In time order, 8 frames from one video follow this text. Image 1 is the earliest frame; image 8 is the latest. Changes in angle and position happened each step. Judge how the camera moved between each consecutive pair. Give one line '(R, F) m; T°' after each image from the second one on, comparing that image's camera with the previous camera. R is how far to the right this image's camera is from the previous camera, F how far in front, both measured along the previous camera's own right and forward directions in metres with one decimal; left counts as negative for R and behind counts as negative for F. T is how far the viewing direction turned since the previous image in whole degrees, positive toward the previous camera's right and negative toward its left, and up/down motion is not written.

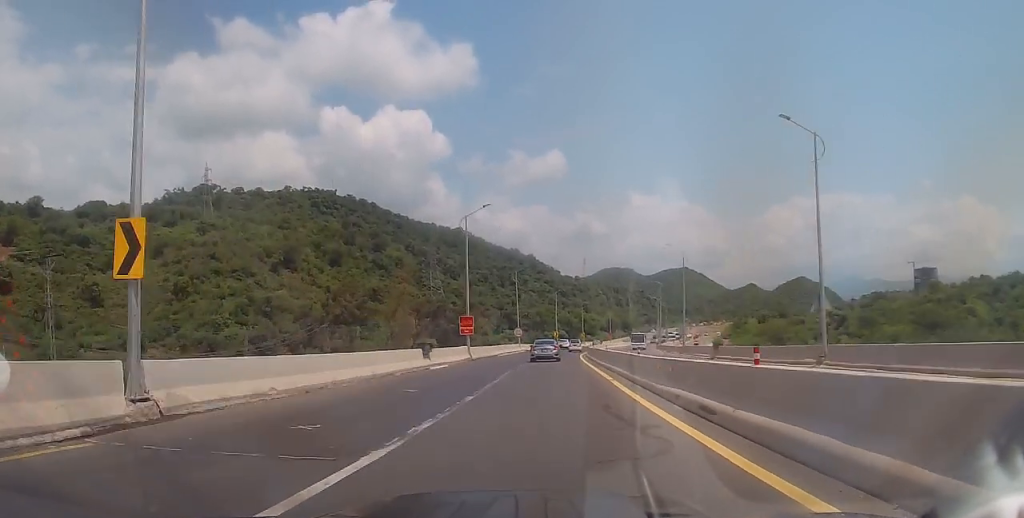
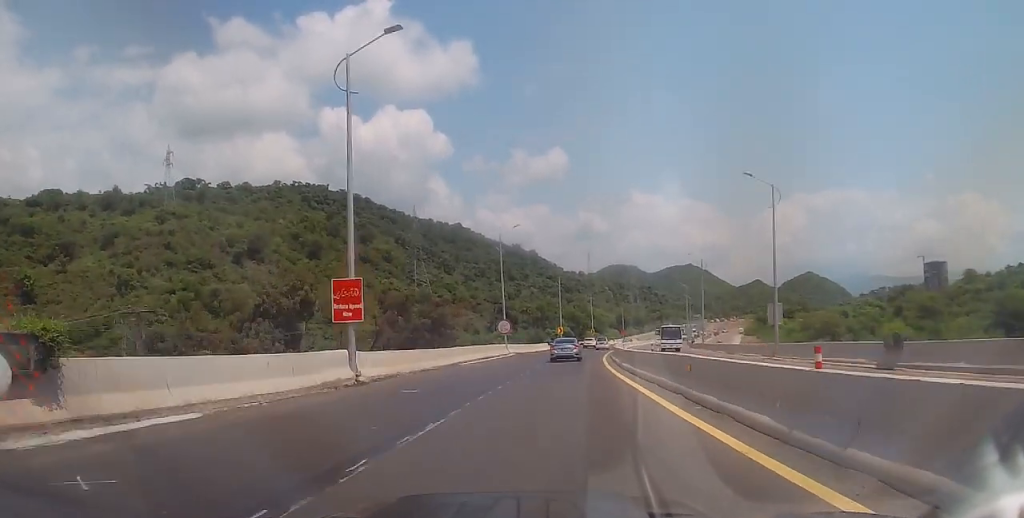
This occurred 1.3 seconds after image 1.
(-0.4, +25.5) m; -1°
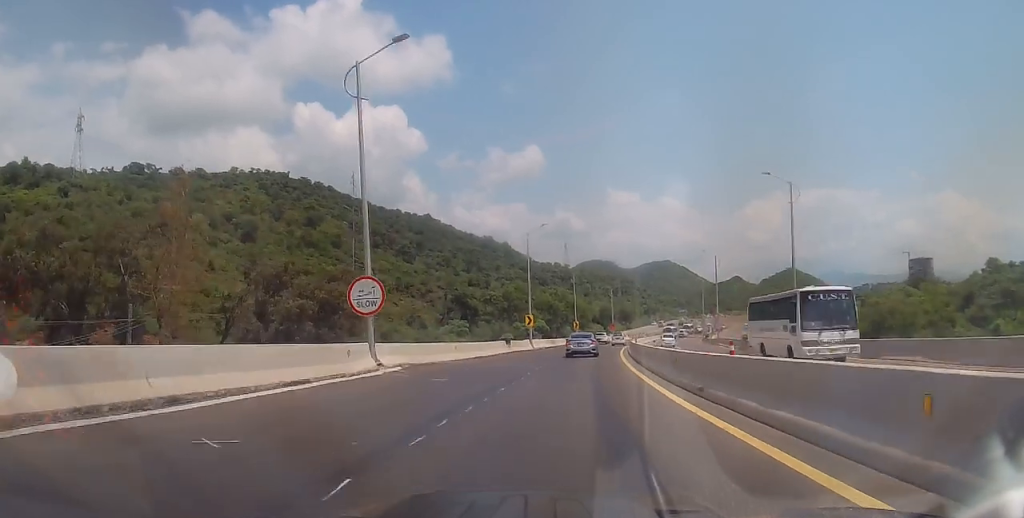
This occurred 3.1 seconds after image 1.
(+0.3, +33.1) m; +3°
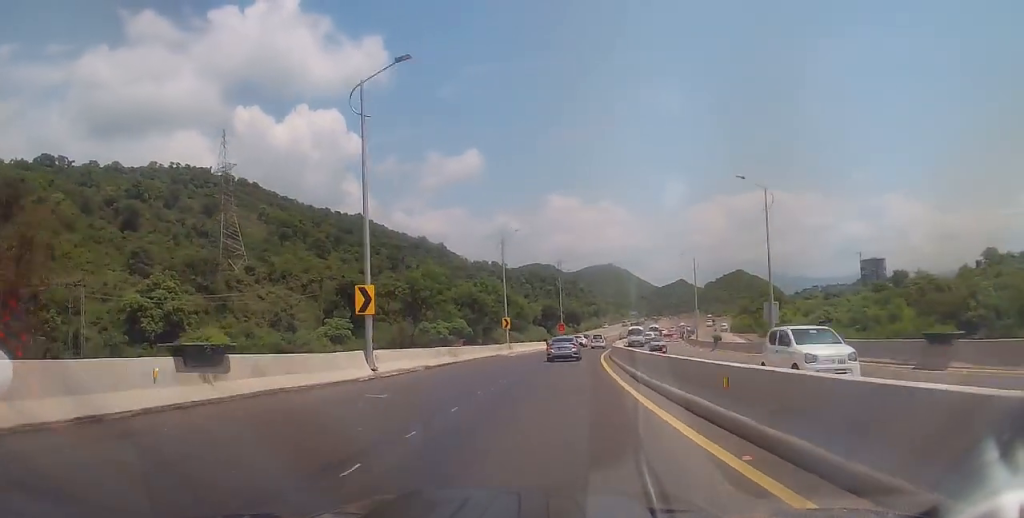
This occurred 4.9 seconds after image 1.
(+1.6, +34.1) m; +6°
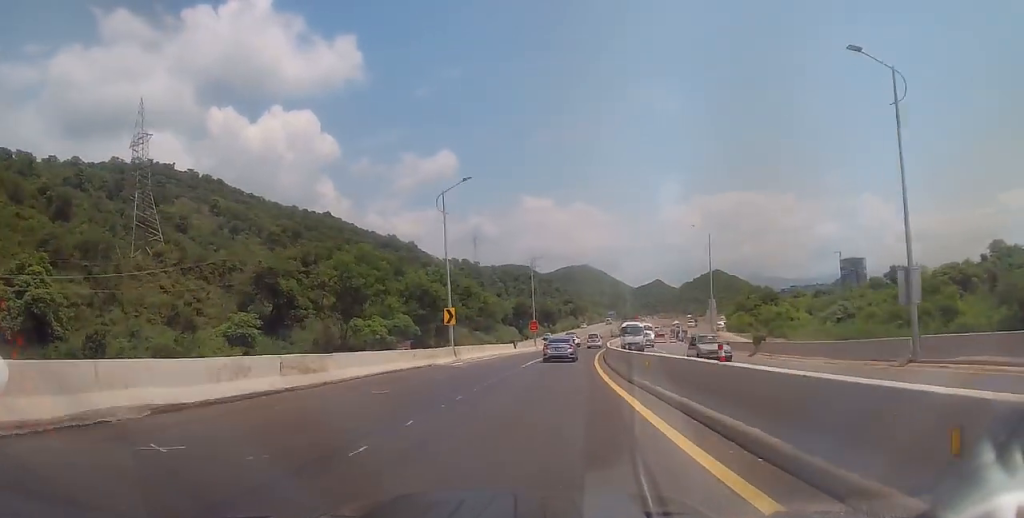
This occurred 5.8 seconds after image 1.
(+0.7, +17.7) m; +1°
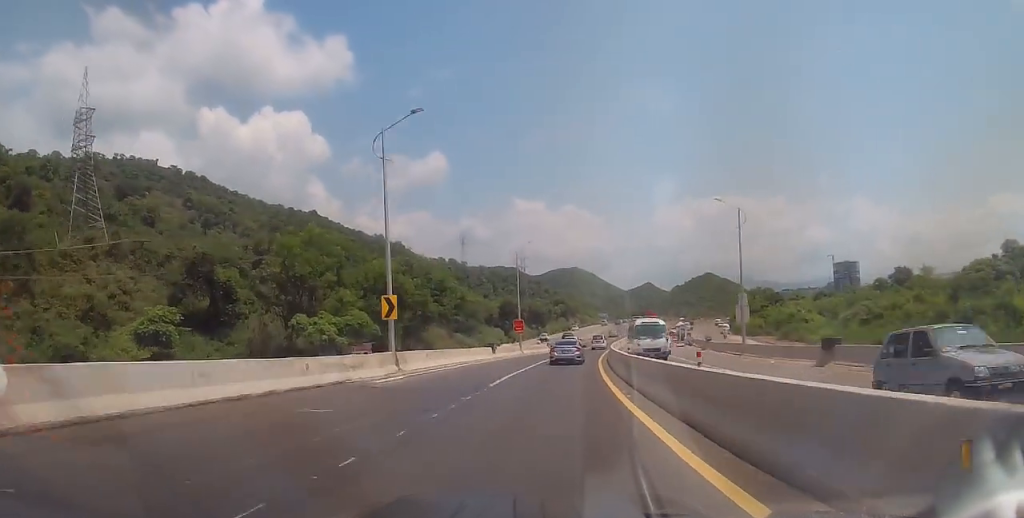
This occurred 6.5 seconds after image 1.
(-0.2, +11.5) m; +1°
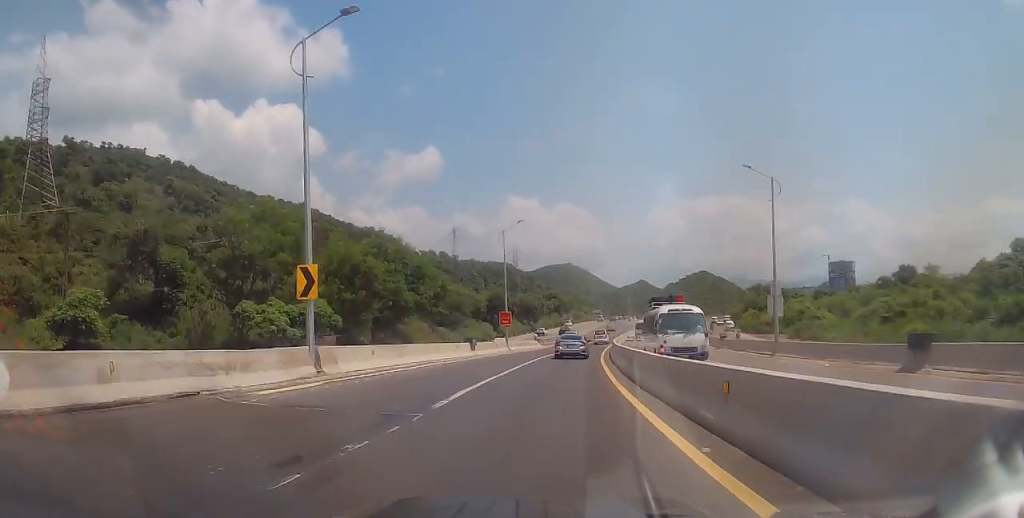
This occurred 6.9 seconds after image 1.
(-0.1, +7.9) m; +1°
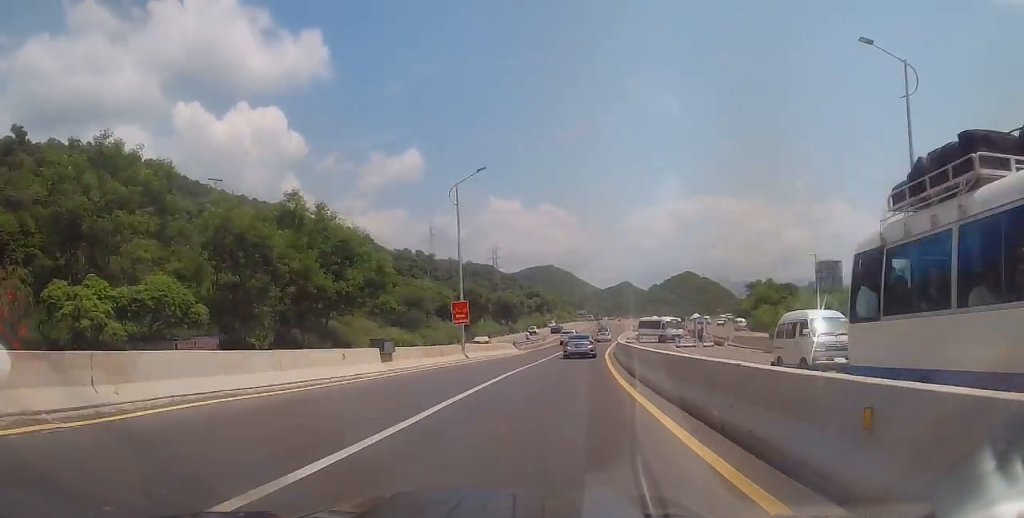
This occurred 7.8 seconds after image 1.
(+0.6, +16.4) m; +2°
